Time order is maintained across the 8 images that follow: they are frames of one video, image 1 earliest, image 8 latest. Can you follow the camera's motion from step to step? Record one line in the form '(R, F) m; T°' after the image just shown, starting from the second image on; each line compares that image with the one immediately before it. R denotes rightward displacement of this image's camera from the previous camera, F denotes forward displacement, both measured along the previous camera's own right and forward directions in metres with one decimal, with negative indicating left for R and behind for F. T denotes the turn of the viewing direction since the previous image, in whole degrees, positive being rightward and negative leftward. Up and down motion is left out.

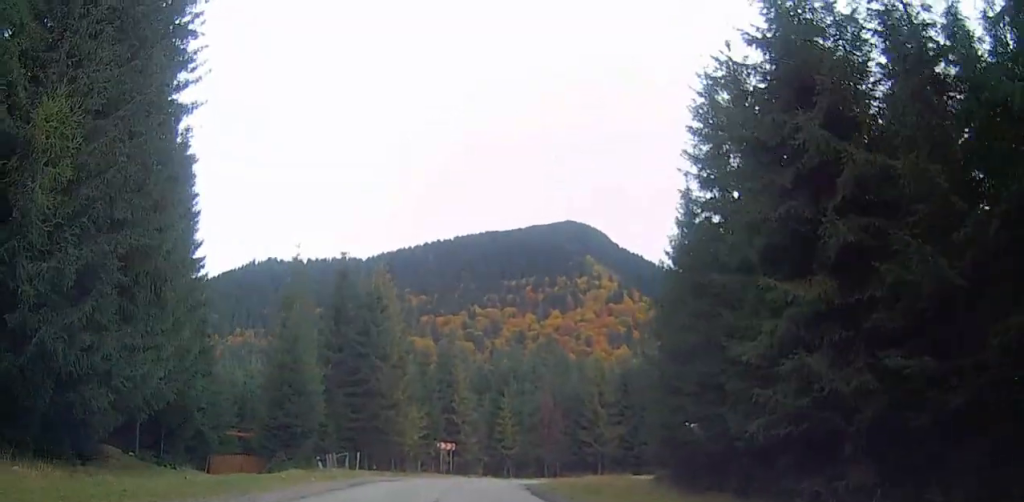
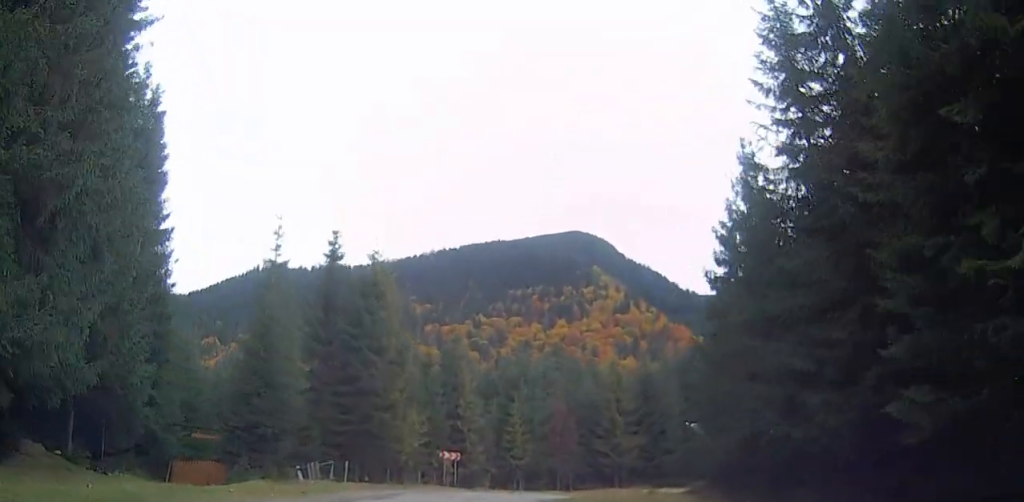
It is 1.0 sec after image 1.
(-0.5, +7.2) m; -4°
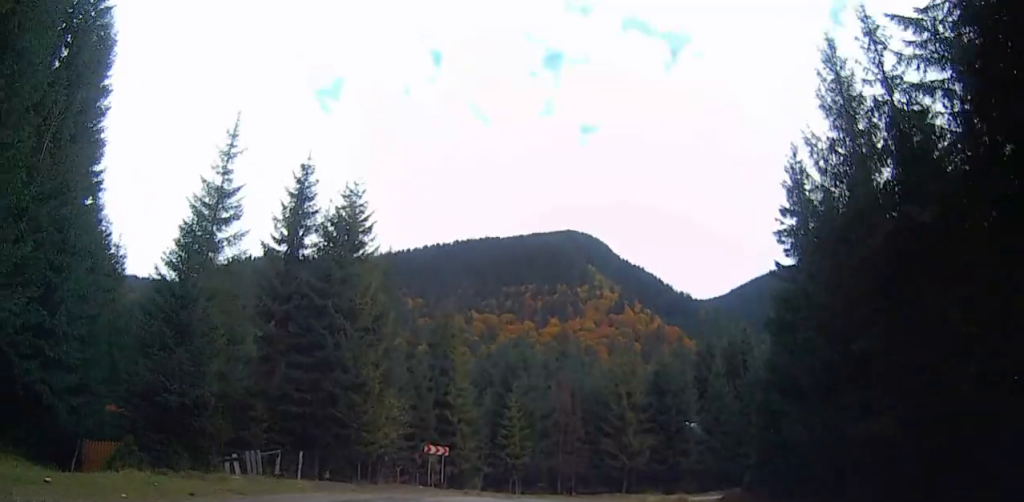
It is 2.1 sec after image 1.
(0.0, +9.3) m; +1°
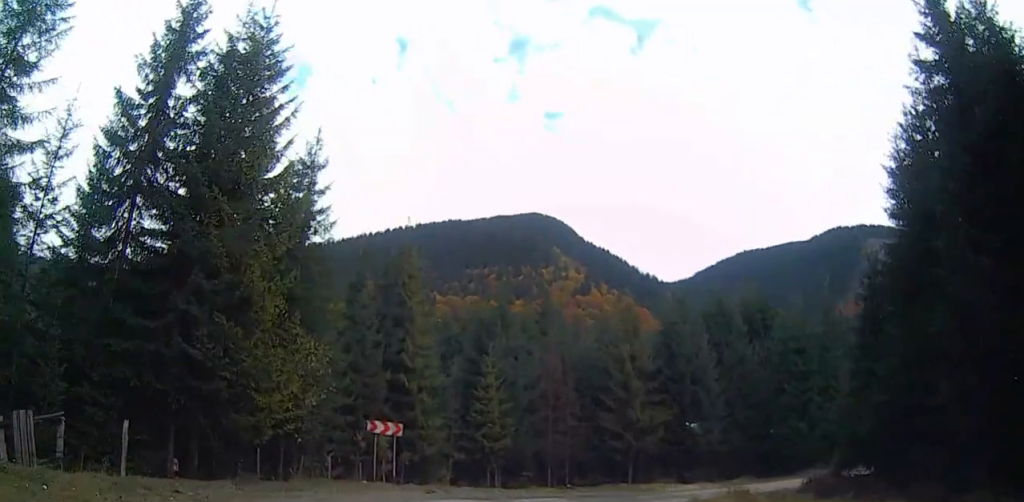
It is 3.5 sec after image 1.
(+0.3, +12.3) m; +4°
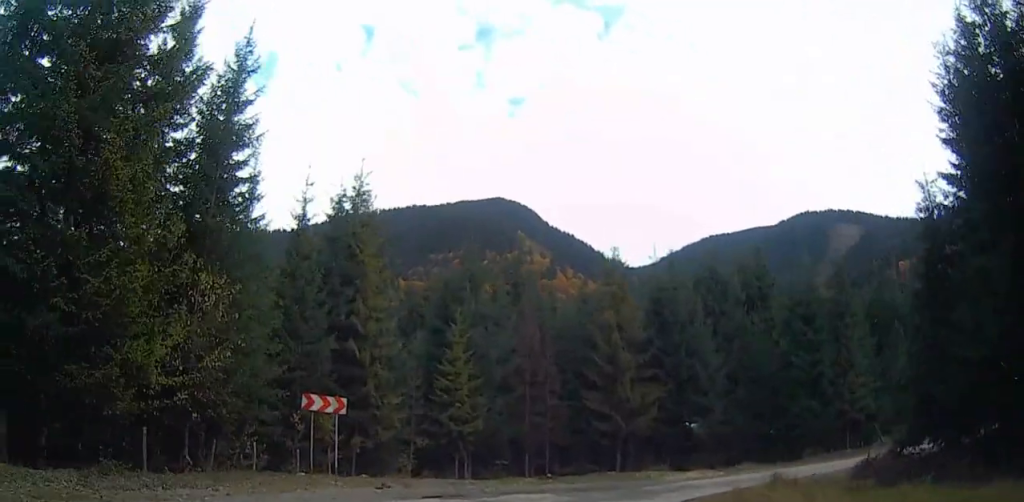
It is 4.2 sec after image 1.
(+0.2, +6.8) m; +2°
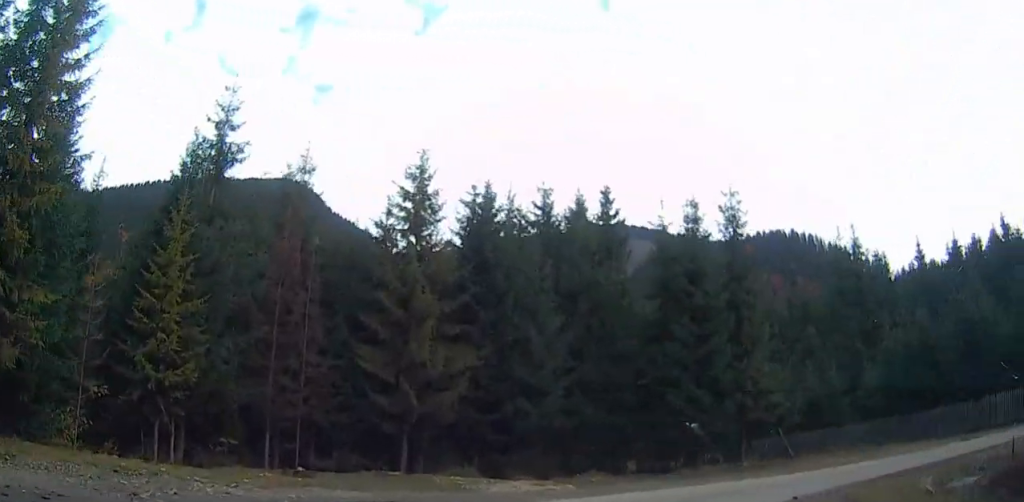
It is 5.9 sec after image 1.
(+1.2, +14.9) m; +13°
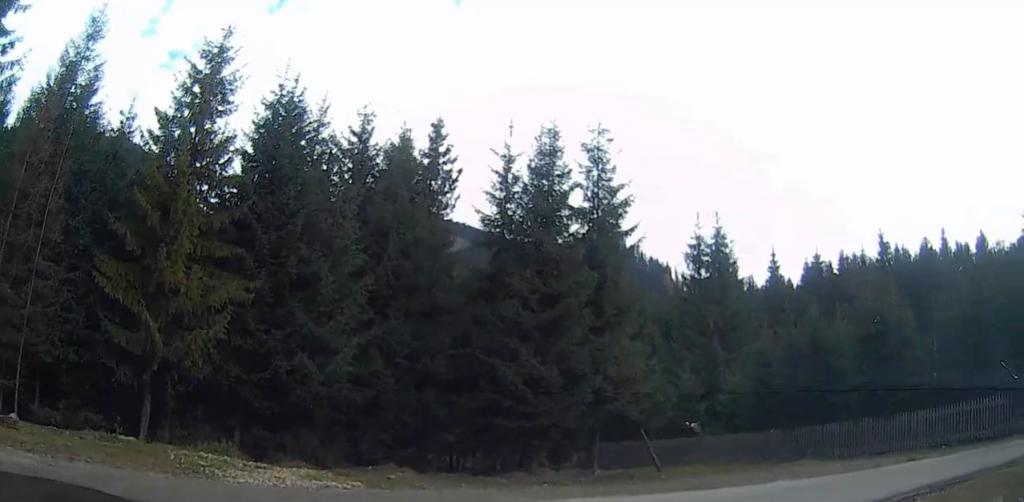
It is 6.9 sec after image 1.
(+0.9, +8.1) m; +15°
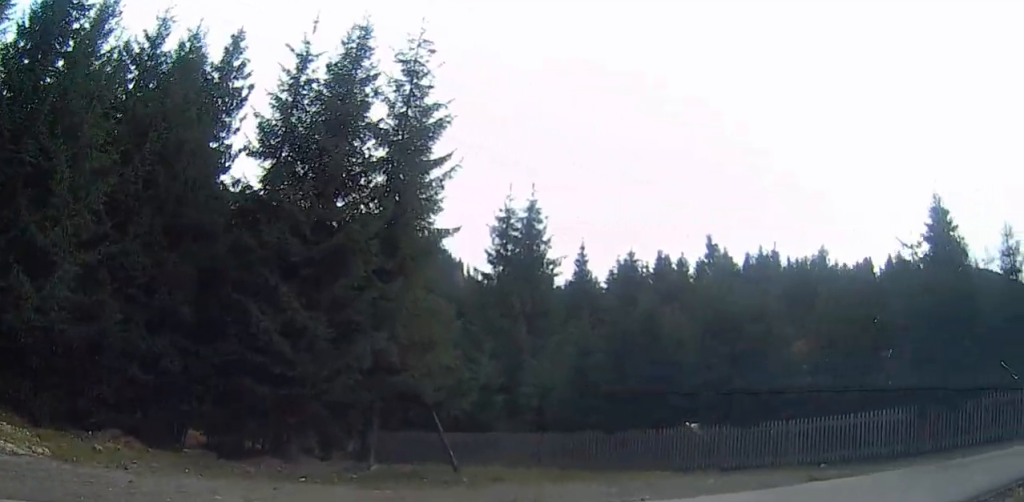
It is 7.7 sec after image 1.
(+0.5, +6.1) m; +18°
